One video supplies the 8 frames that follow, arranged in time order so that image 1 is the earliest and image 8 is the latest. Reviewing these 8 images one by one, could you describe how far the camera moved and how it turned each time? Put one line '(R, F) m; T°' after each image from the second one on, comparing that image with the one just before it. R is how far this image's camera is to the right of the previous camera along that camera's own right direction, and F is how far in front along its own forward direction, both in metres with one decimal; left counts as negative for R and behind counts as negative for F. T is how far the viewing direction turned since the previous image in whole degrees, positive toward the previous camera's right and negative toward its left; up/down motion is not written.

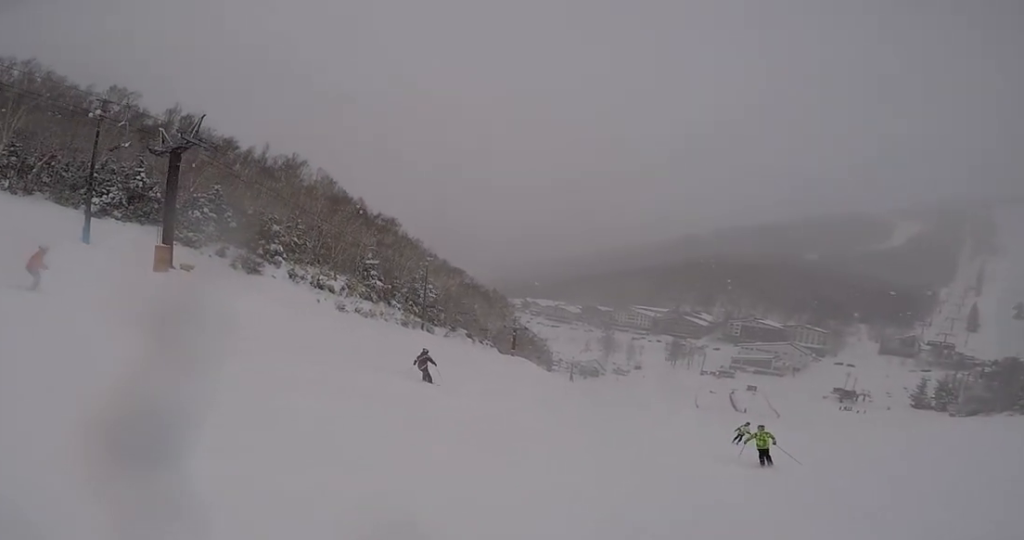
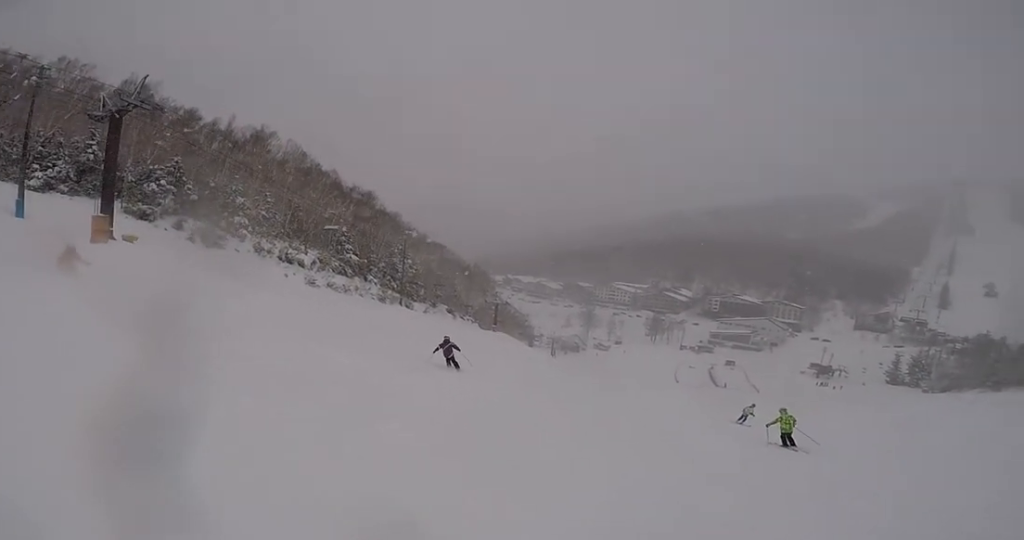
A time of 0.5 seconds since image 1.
(-0.5, +2.3) m; -12°
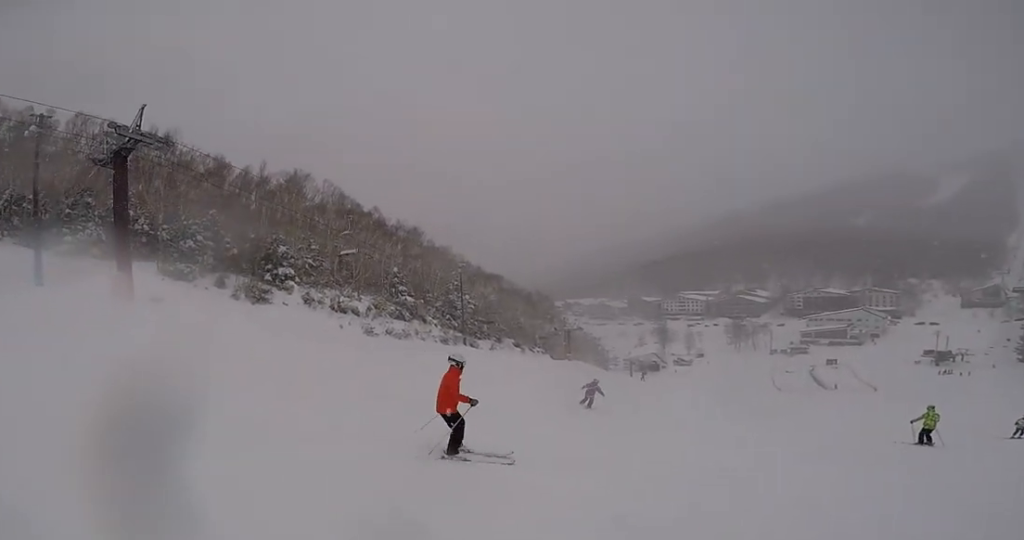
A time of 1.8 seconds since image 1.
(-1.1, +5.1) m; -18°
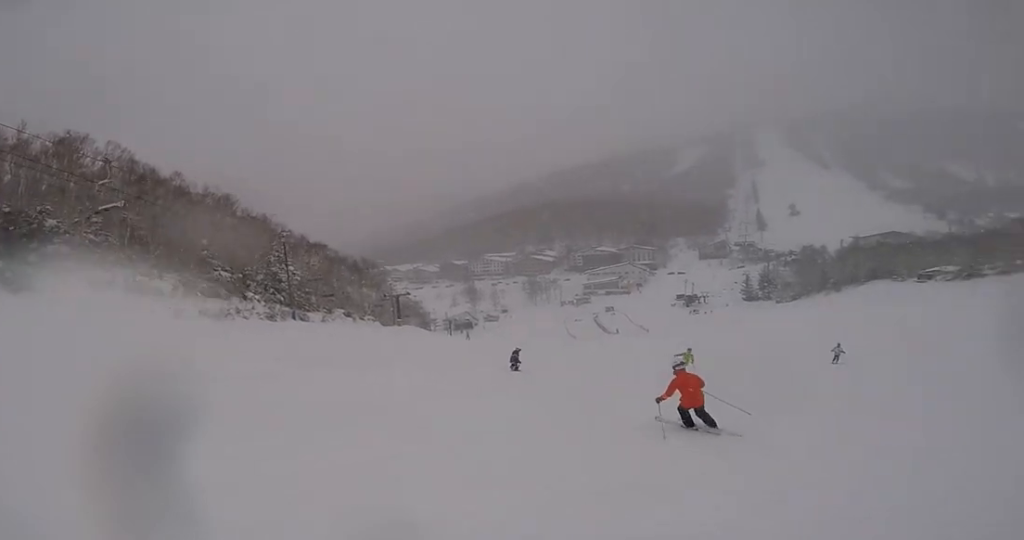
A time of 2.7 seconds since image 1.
(-0.2, +3.6) m; +11°
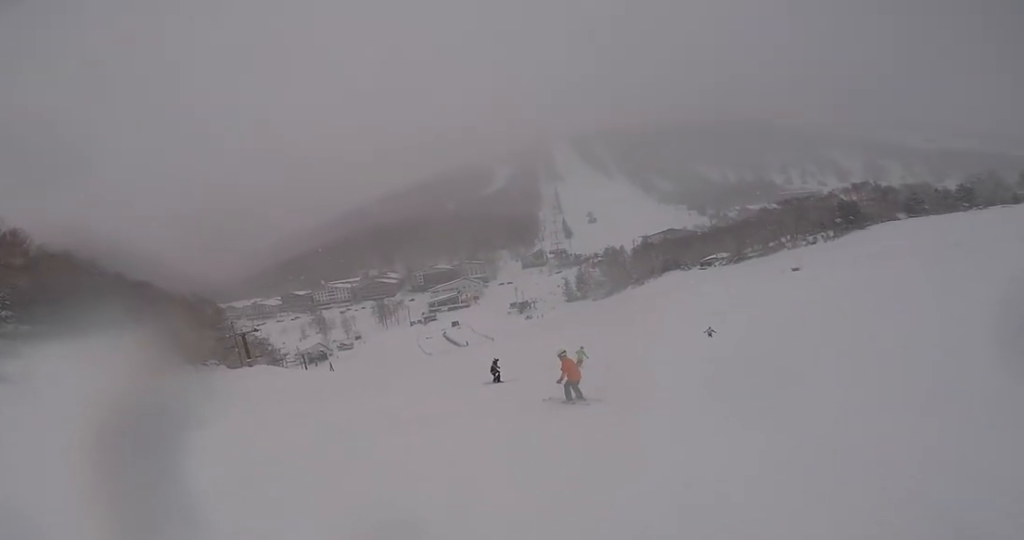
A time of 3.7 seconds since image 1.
(+0.9, +3.2) m; +43°
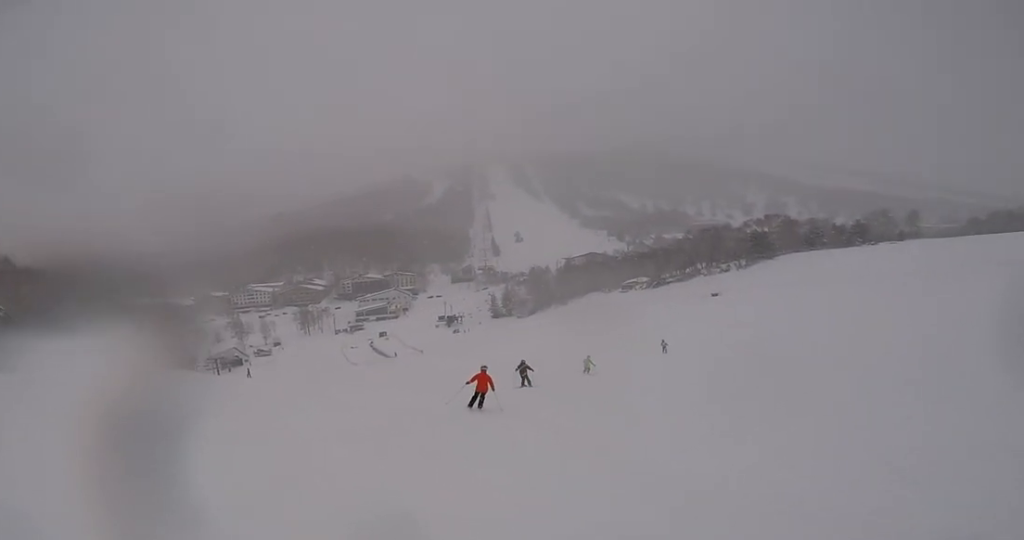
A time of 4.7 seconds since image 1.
(+1.6, +3.2) m; +28°
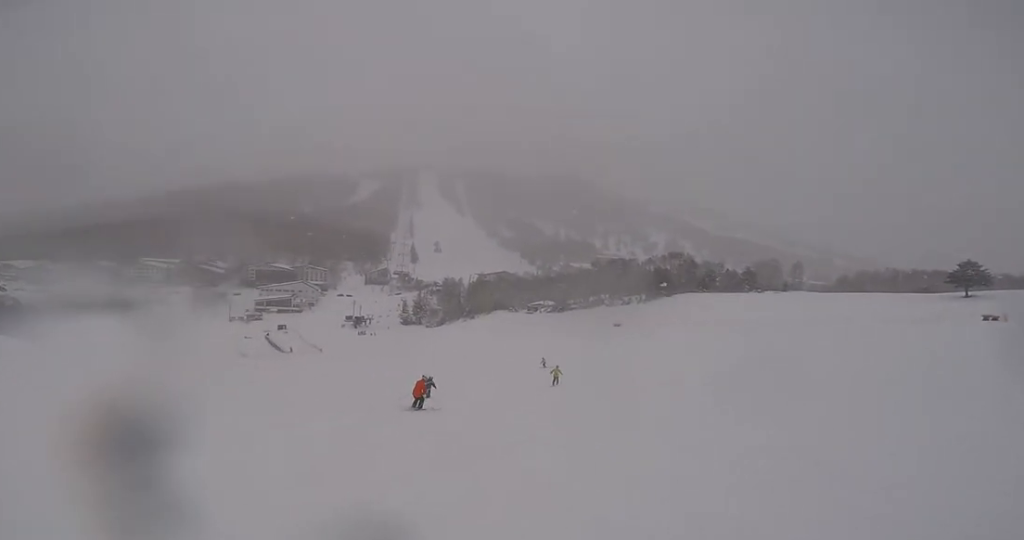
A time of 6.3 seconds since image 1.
(-0.3, +6.1) m; -18°
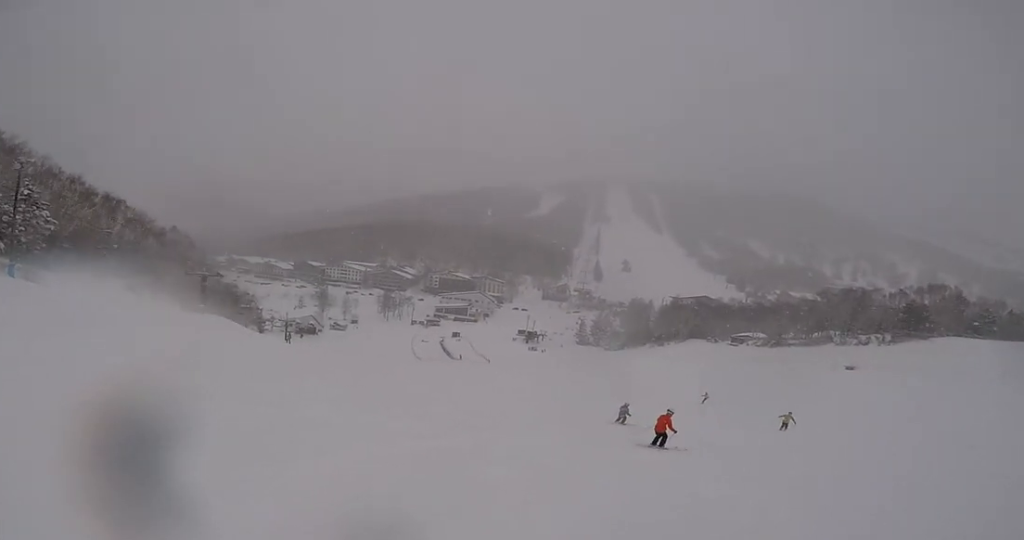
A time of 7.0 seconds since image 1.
(-0.5, +2.9) m; -13°
